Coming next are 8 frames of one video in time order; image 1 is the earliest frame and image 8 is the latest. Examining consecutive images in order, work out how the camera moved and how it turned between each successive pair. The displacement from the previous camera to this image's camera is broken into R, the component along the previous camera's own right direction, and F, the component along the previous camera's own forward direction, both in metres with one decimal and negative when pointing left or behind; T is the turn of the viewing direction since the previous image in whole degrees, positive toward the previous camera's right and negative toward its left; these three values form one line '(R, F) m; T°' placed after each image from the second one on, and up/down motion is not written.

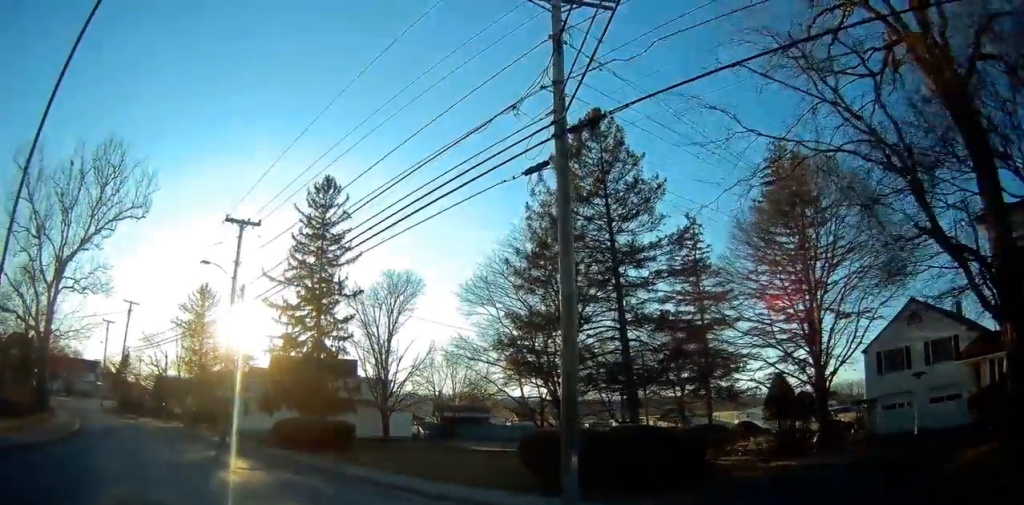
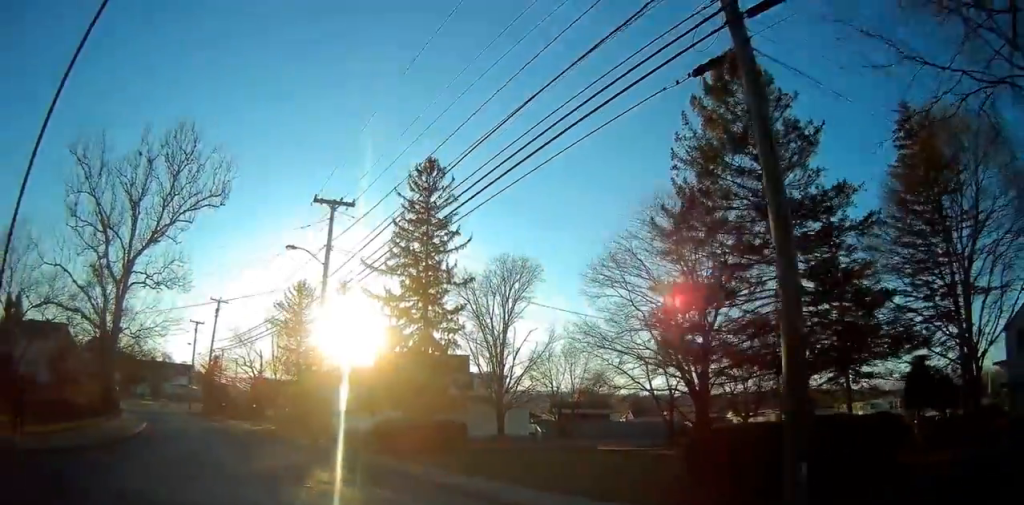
(-0.2, +3.1) m; -6°
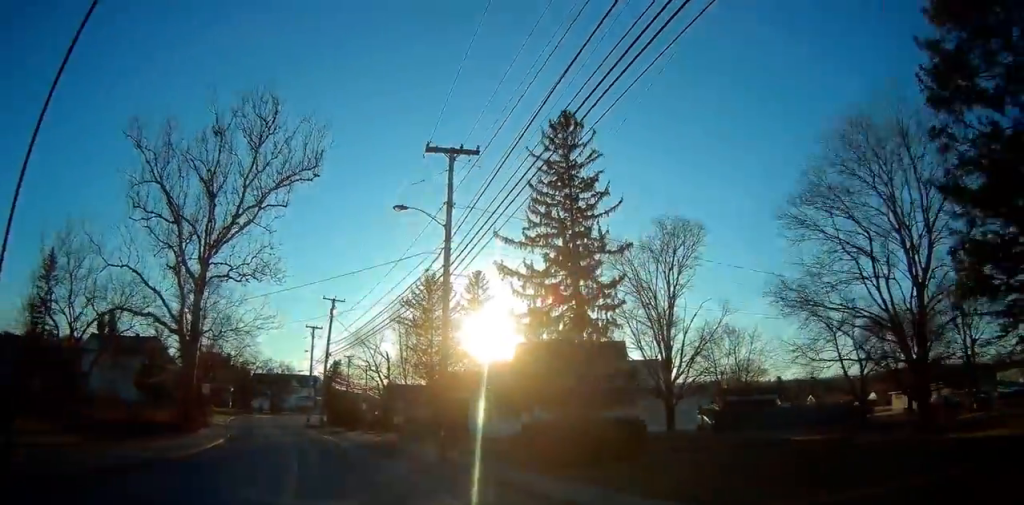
(-0.4, +6.6) m; -13°
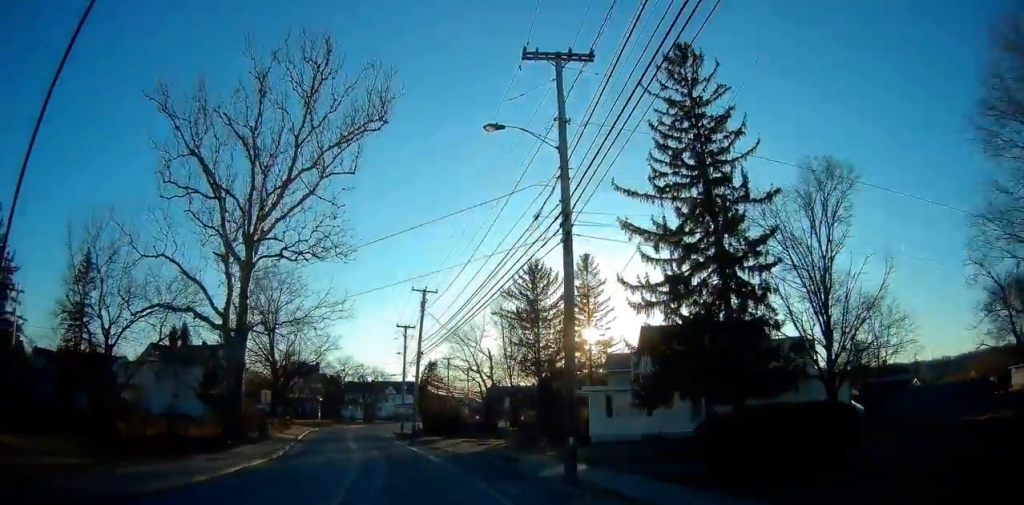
(-0.9, +6.4) m; -9°
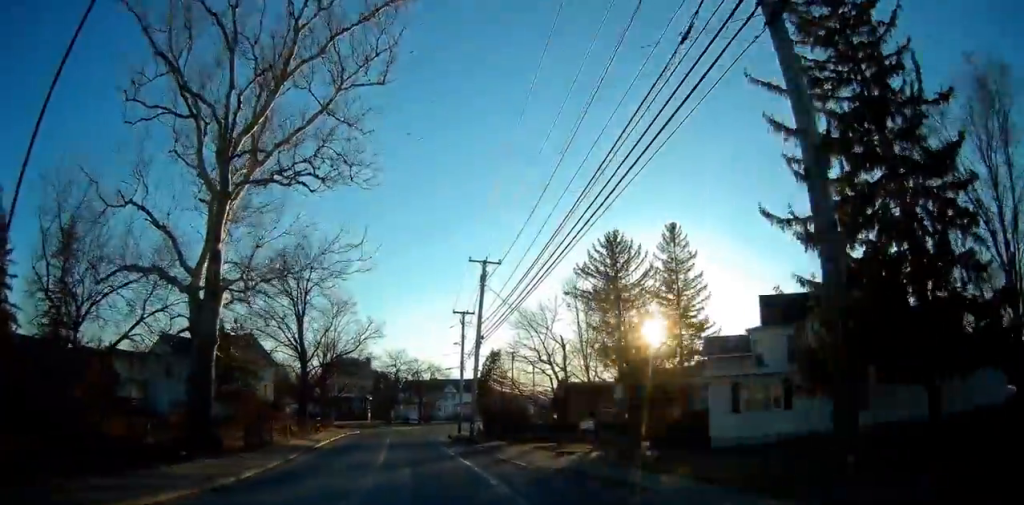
(-0.2, +9.4) m; -5°
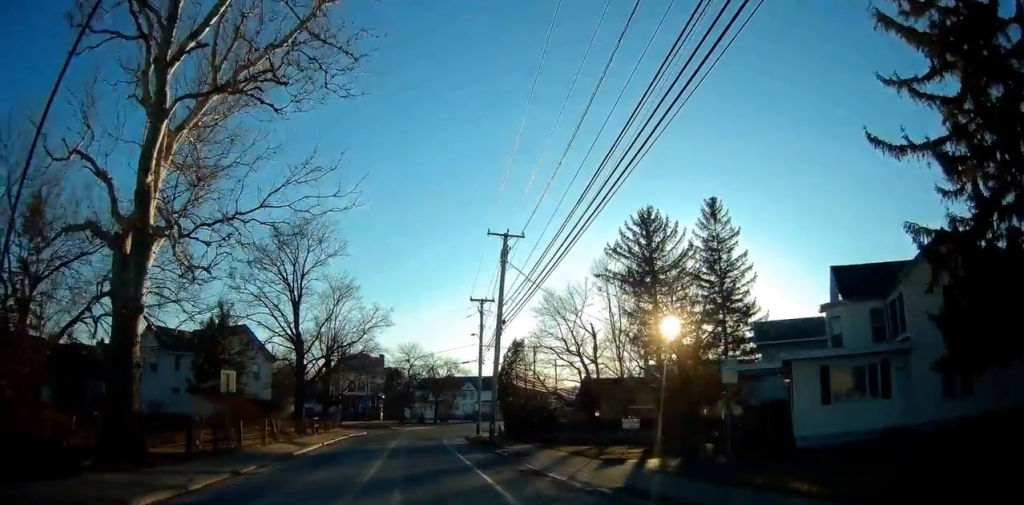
(-0.2, +5.9) m; -5°
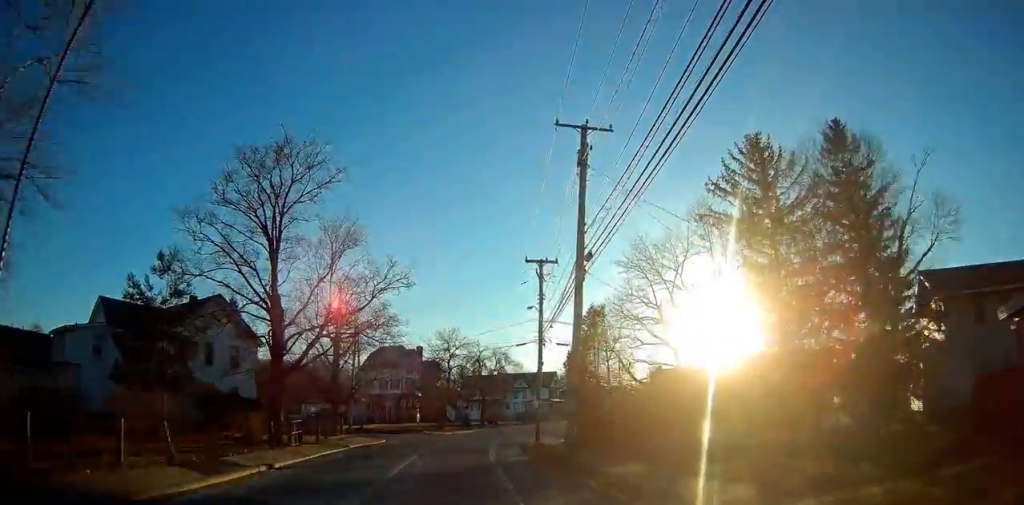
(-1.2, +14.0) m; -7°
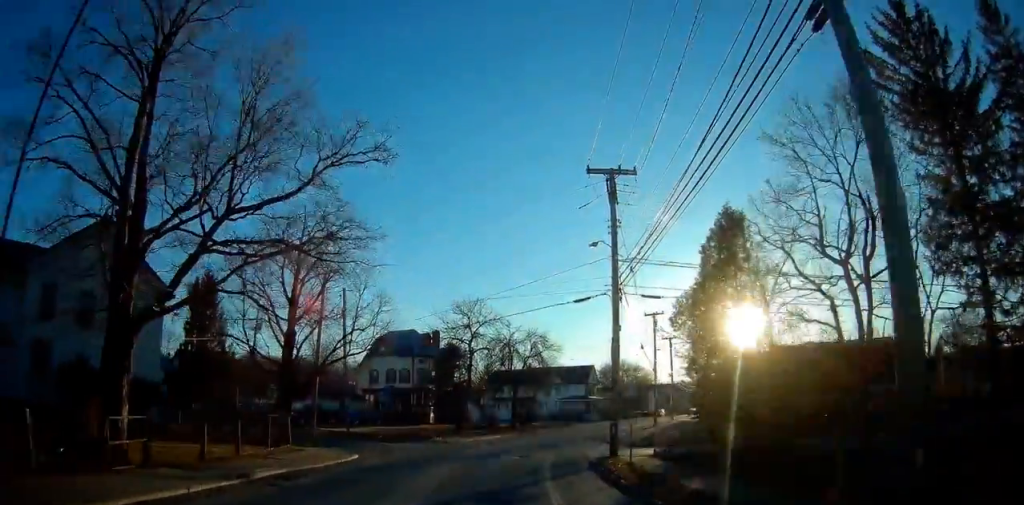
(-0.2, +16.1) m; 0°
